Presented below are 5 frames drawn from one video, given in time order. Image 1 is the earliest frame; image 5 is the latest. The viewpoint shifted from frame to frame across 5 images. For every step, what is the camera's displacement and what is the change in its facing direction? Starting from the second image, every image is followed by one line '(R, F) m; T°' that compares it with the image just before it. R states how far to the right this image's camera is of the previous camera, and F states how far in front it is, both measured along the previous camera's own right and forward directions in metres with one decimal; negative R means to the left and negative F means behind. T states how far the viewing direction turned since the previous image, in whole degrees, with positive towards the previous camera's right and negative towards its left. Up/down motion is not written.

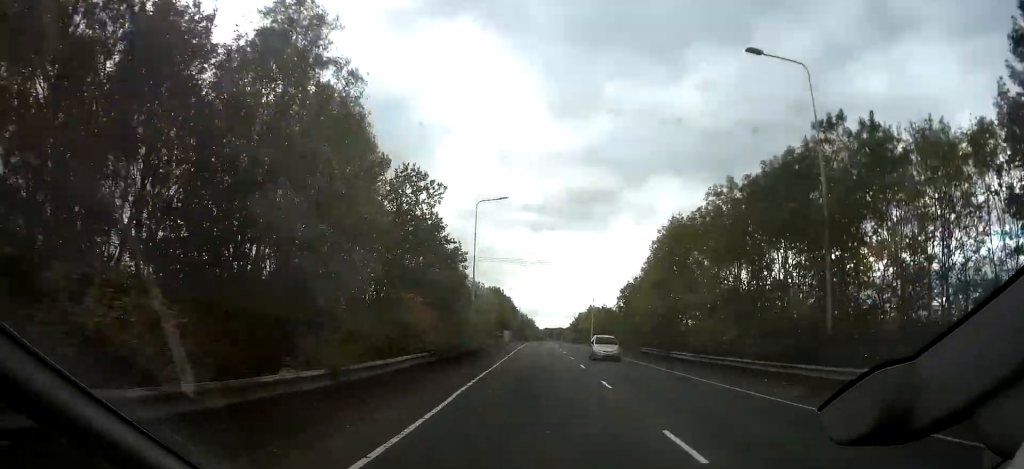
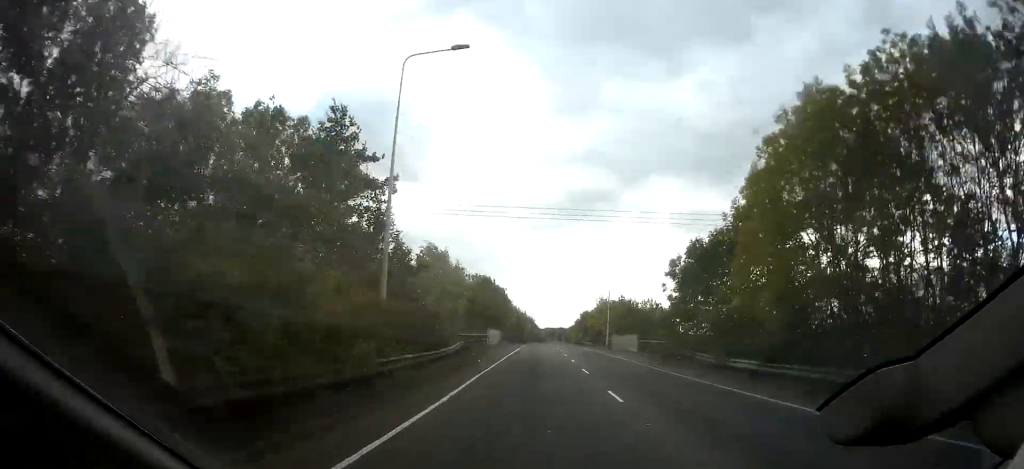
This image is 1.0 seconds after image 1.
(0.0, +20.8) m; 0°
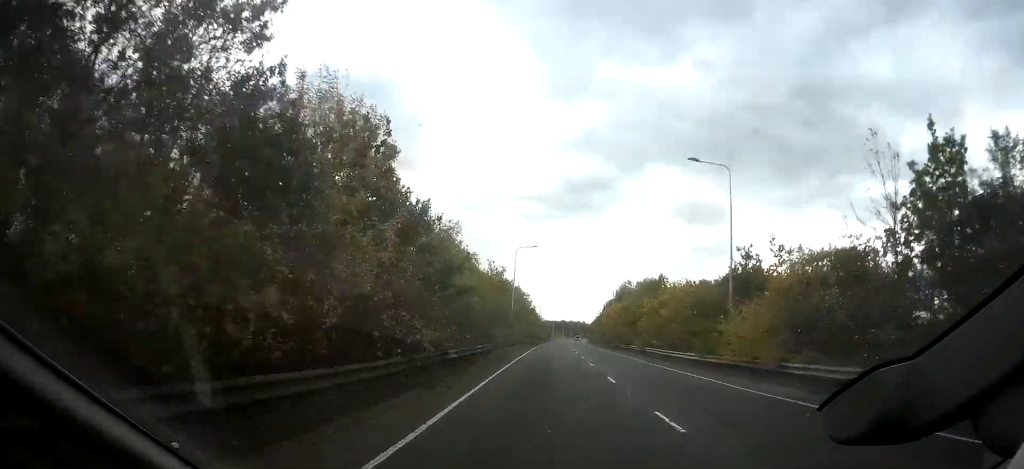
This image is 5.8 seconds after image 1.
(+0.2, +103.4) m; 0°
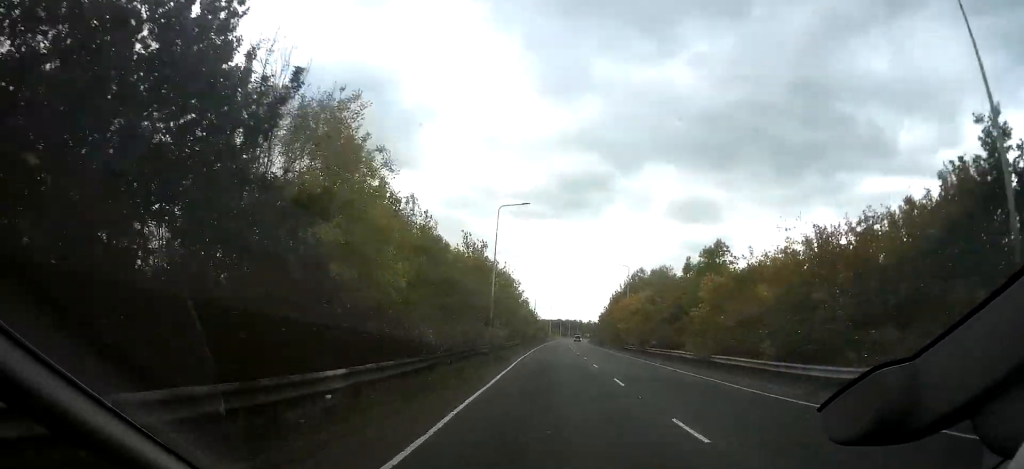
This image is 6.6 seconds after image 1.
(+0.1, +18.6) m; 0°
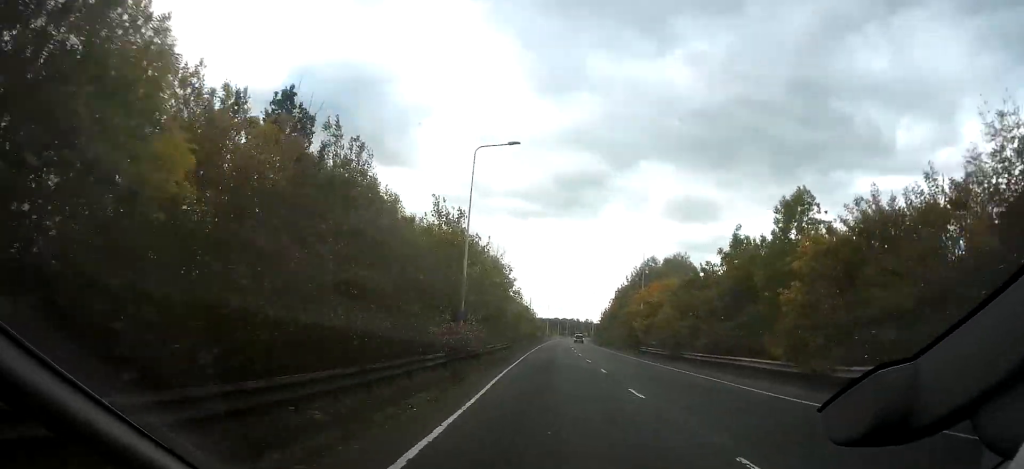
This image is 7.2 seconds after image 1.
(+0.1, +12.2) m; 0°
